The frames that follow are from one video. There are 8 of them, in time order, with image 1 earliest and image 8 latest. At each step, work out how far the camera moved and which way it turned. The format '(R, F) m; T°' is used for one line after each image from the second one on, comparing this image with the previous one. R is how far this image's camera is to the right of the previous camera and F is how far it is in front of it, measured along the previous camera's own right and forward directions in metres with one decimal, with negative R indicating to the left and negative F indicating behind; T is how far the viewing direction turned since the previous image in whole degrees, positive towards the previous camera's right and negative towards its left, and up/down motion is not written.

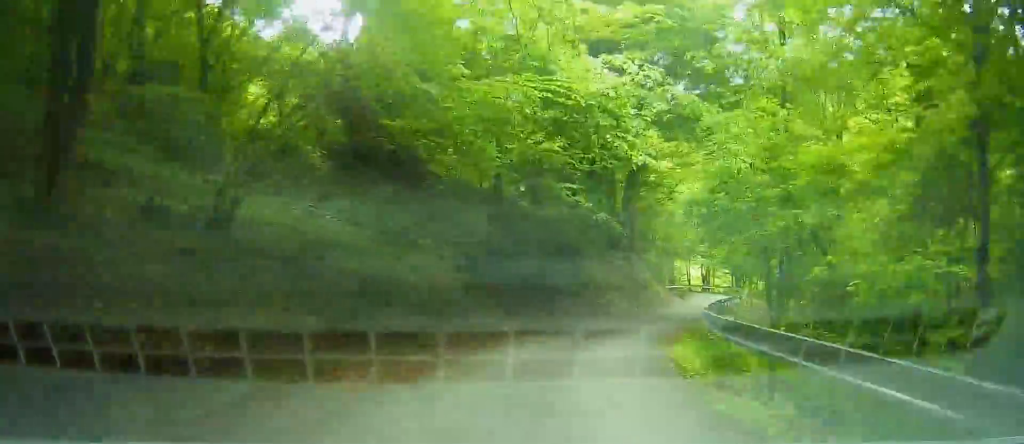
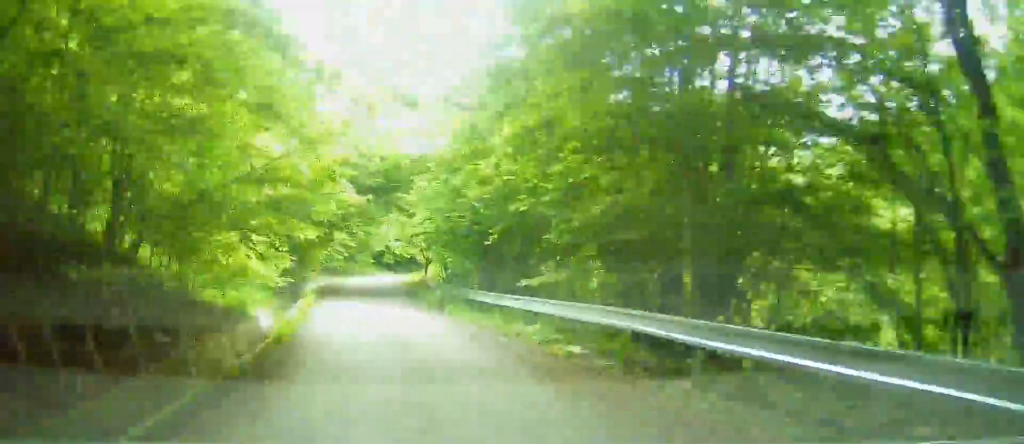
(-10.0, +85.3) m; -30°
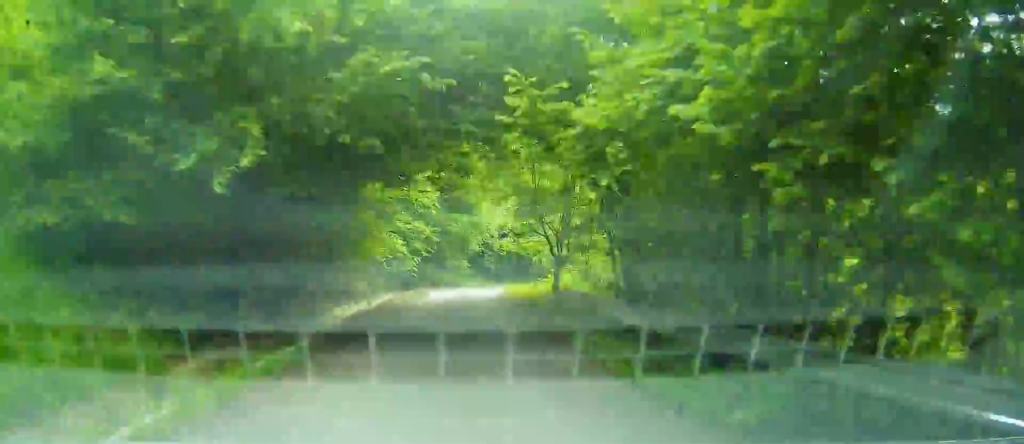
(-0.5, +15.5) m; +3°
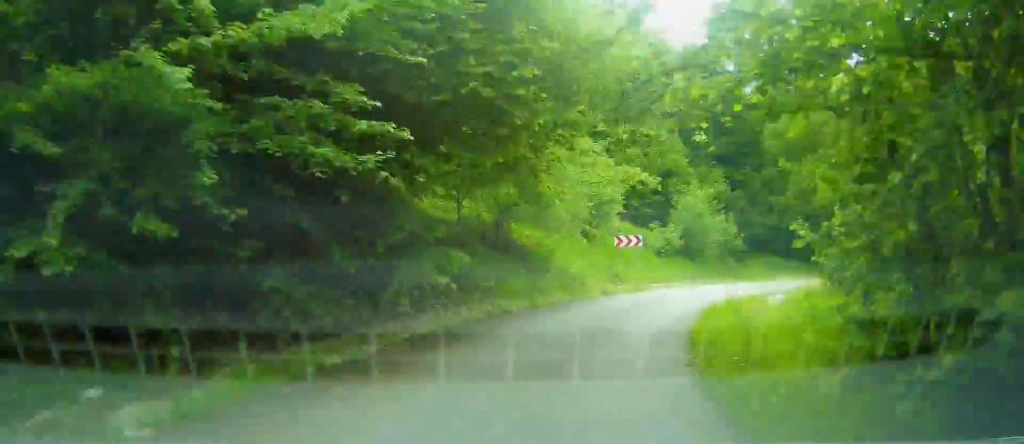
(+5.3, +38.0) m; +31°
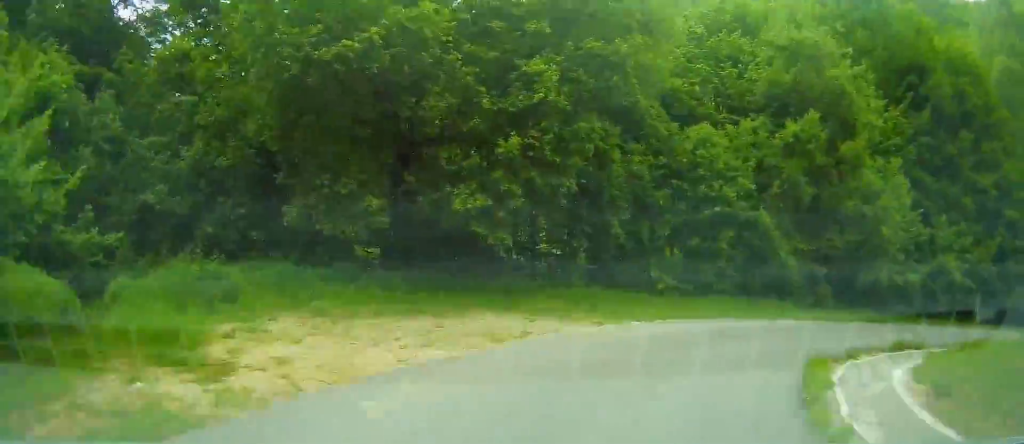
(+13.0, +27.8) m; +62°
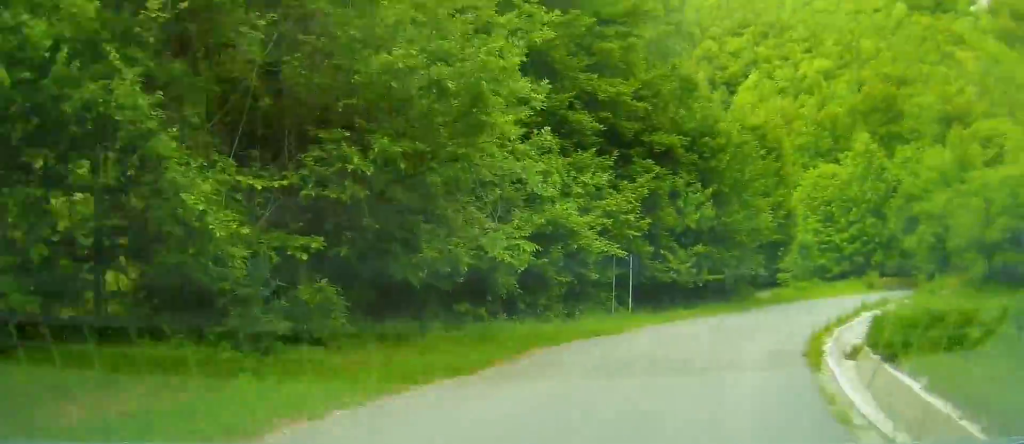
(+3.7, +13.1) m; +31°
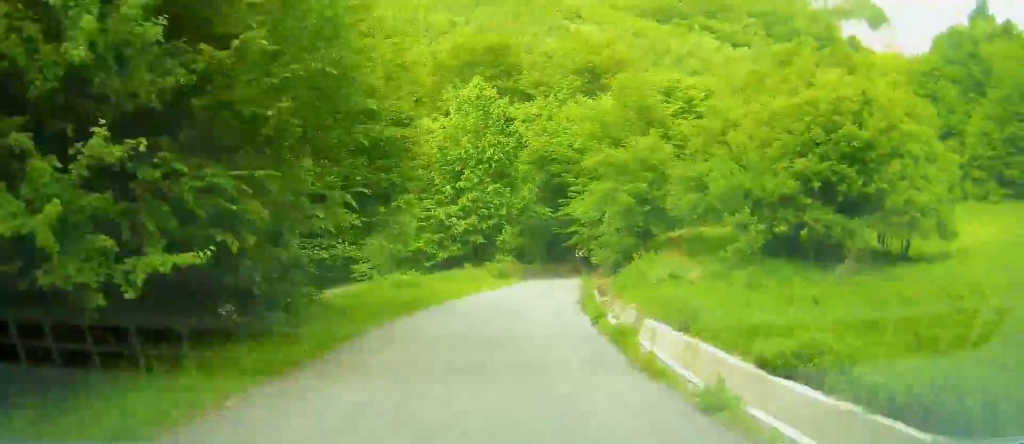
(+6.5, +14.8) m; +23°
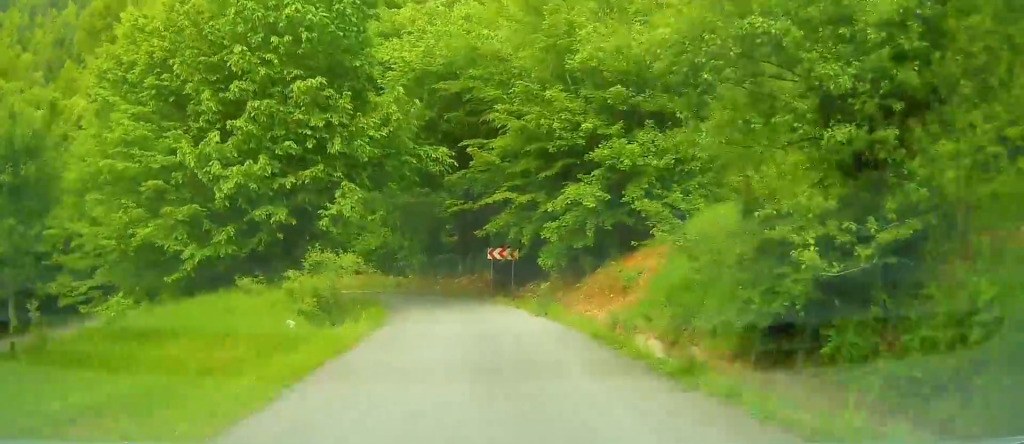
(+3.2, +22.5) m; -3°
